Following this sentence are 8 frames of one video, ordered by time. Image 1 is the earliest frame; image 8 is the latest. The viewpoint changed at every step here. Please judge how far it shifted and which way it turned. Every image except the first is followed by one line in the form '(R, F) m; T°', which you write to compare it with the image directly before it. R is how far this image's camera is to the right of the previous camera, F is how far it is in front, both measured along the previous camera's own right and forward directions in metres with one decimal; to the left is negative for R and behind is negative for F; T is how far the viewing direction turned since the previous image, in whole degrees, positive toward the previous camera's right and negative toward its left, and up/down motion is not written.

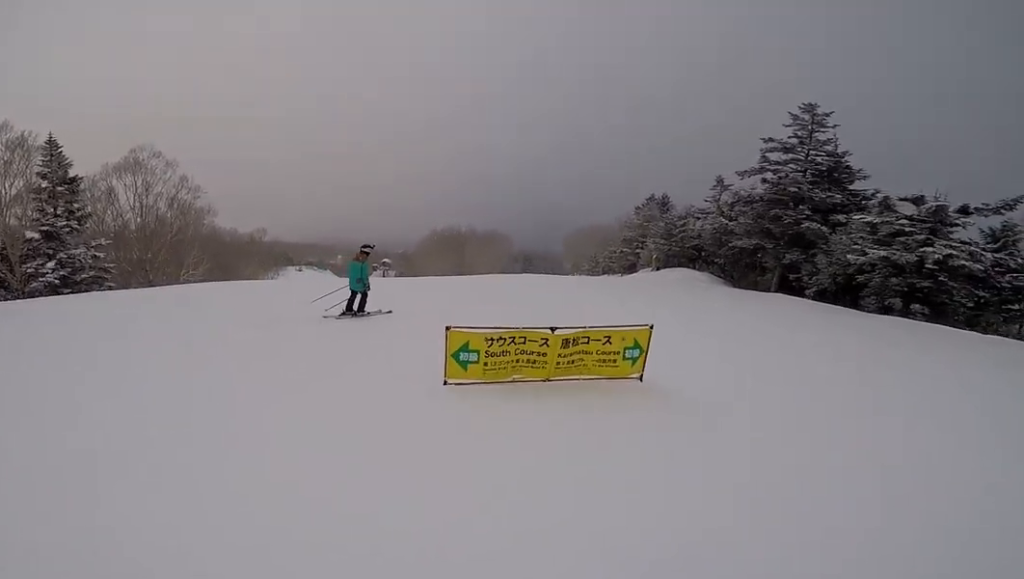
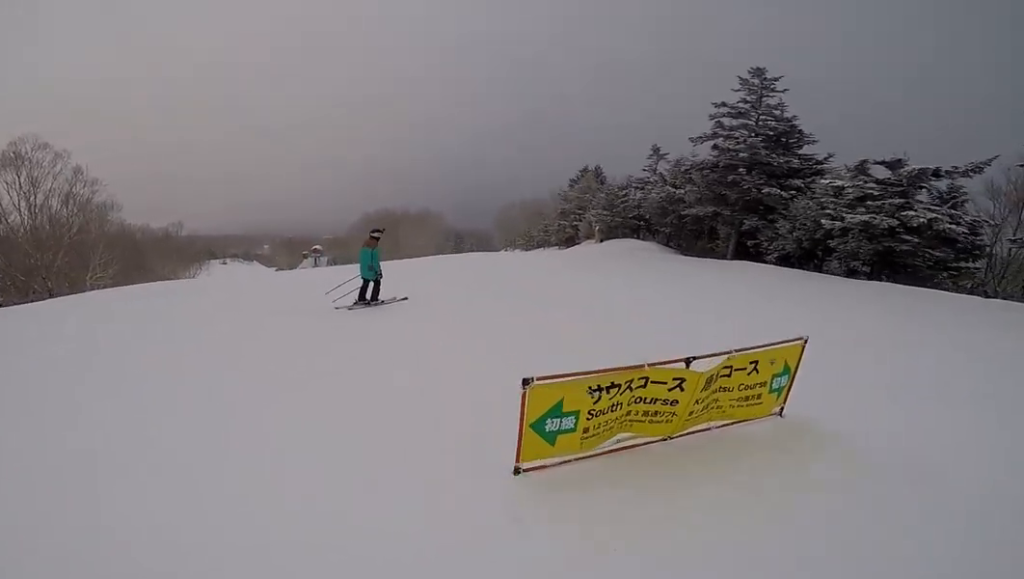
(-0.3, +2.3) m; +12°
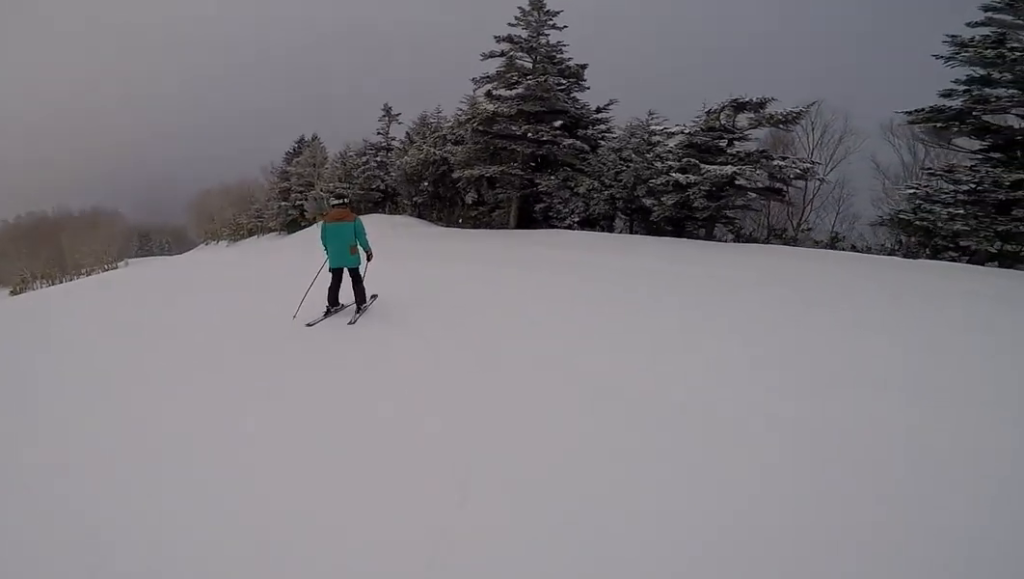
(+3.6, +6.3) m; +48°
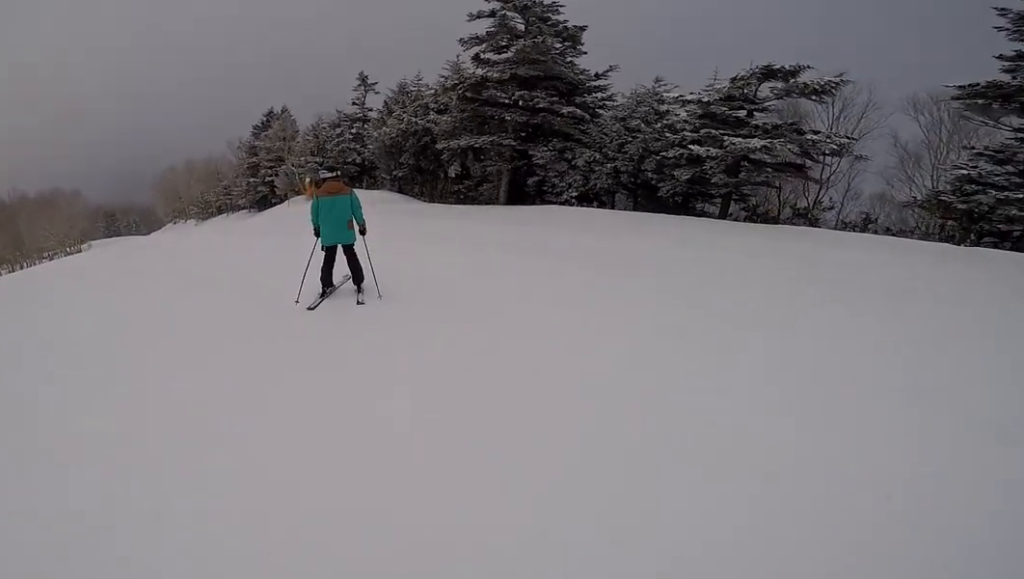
(+0.1, +1.8) m; +6°
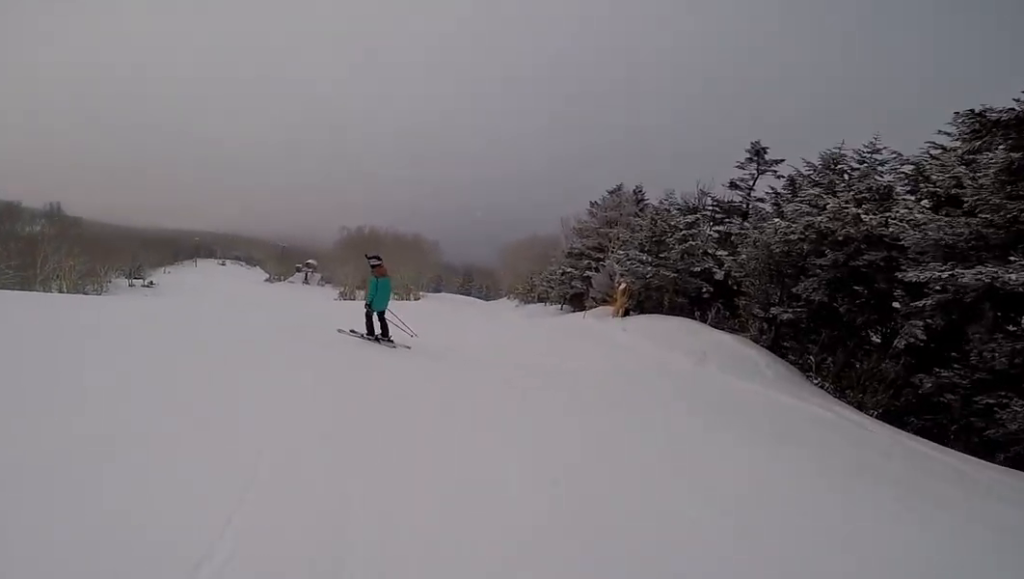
(-1.0, +9.4) m; -30°
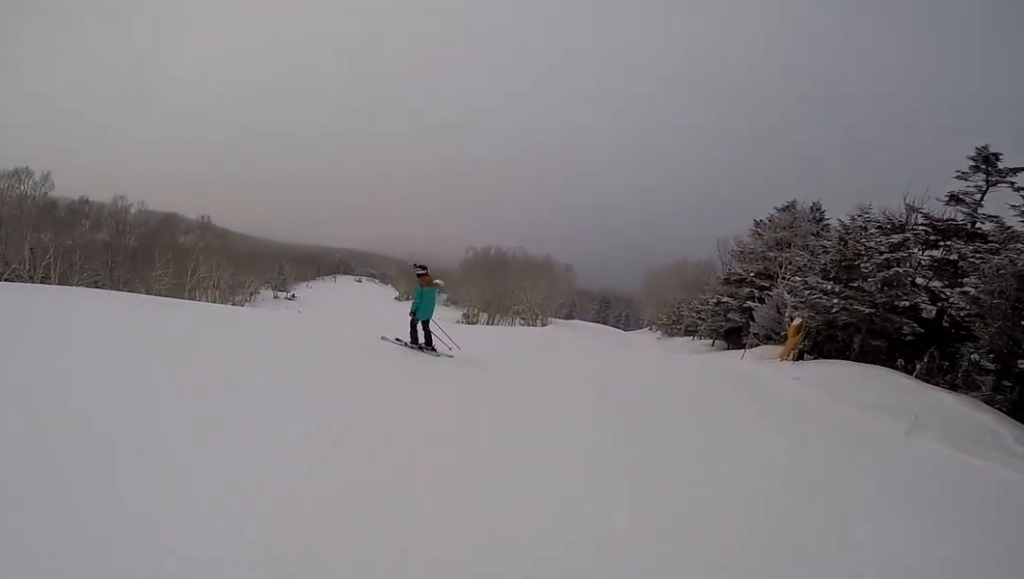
(-0.1, +1.7) m; -9°
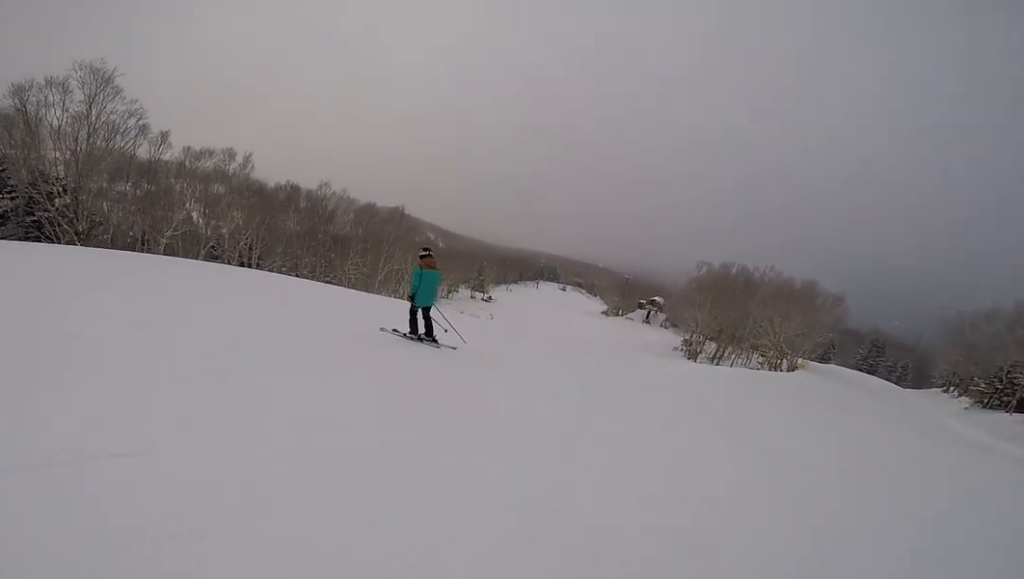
(-0.9, +4.3) m; -37°
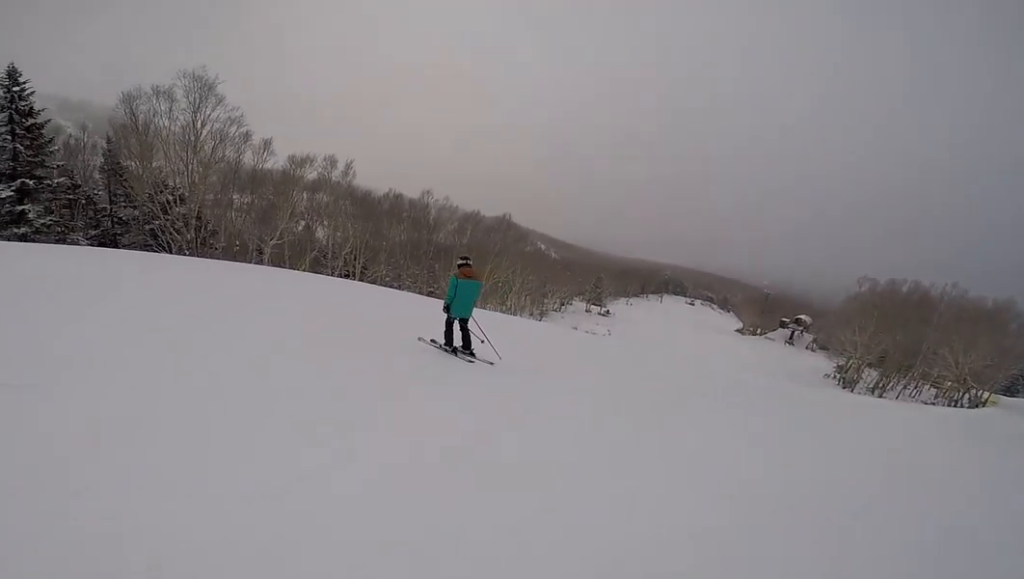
(+0.1, +1.7) m; -22°
